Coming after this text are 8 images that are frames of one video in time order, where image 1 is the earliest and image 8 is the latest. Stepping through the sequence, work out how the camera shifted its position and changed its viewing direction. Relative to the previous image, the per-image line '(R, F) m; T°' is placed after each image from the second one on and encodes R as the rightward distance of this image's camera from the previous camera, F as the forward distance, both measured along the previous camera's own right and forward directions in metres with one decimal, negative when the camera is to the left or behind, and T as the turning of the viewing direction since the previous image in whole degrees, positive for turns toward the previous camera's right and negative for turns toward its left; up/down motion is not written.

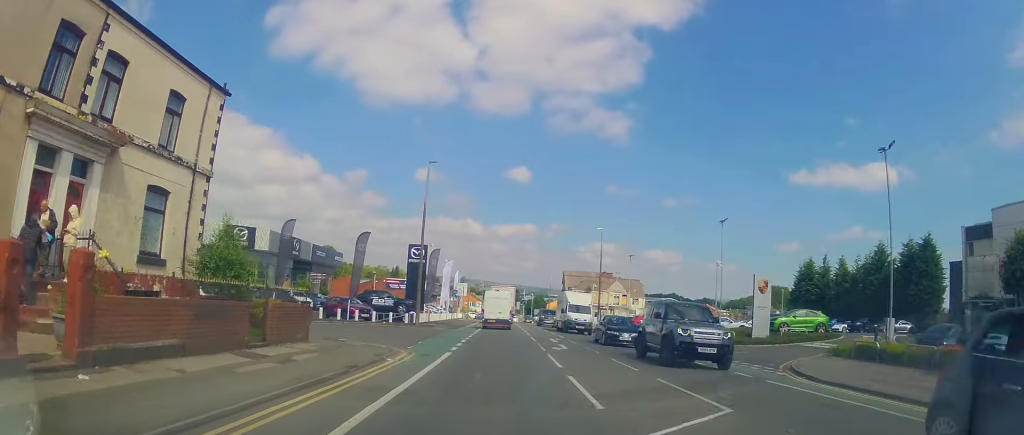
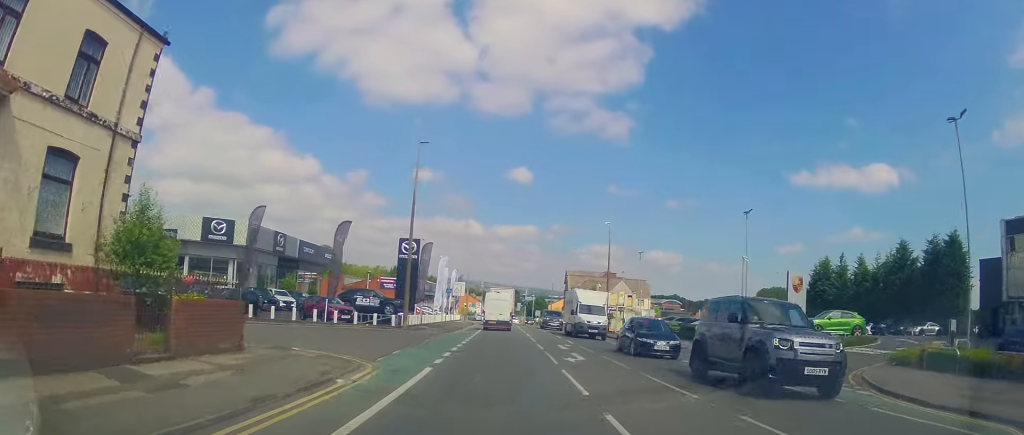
(+0.1, +4.3) m; 0°
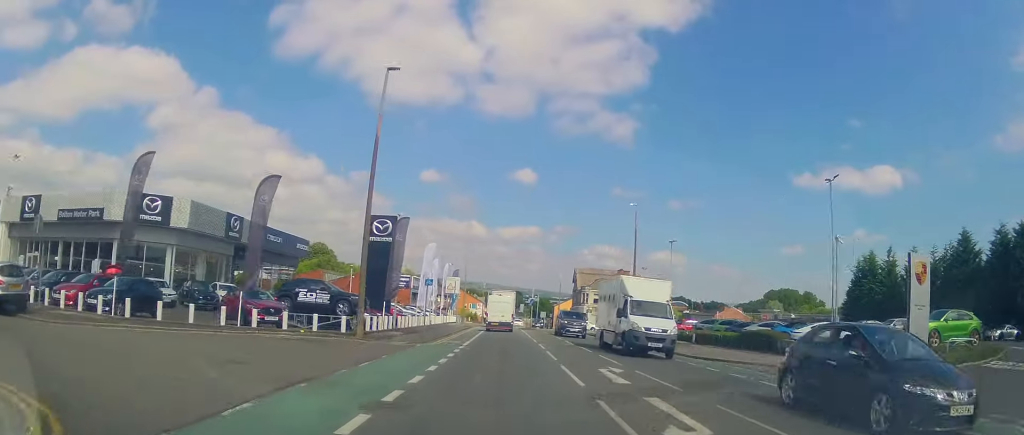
(-0.3, +10.2) m; -2°
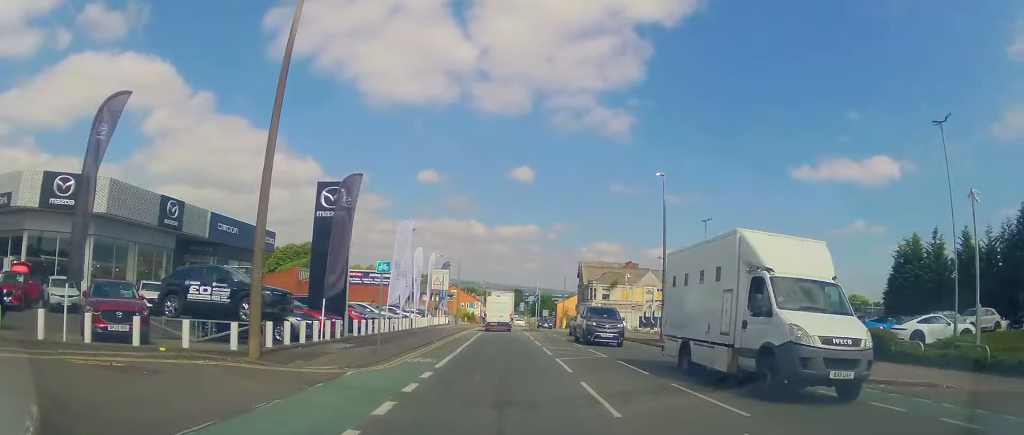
(0.0, +9.0) m; 0°
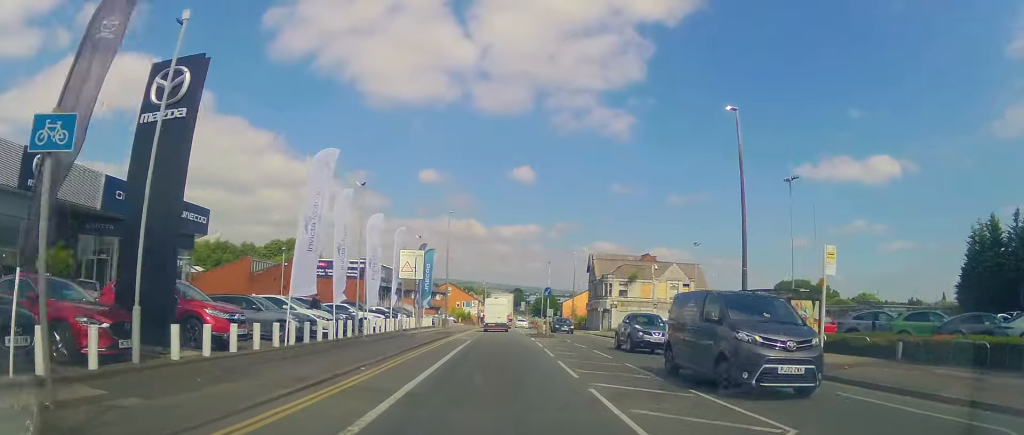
(-0.2, +12.6) m; -2°
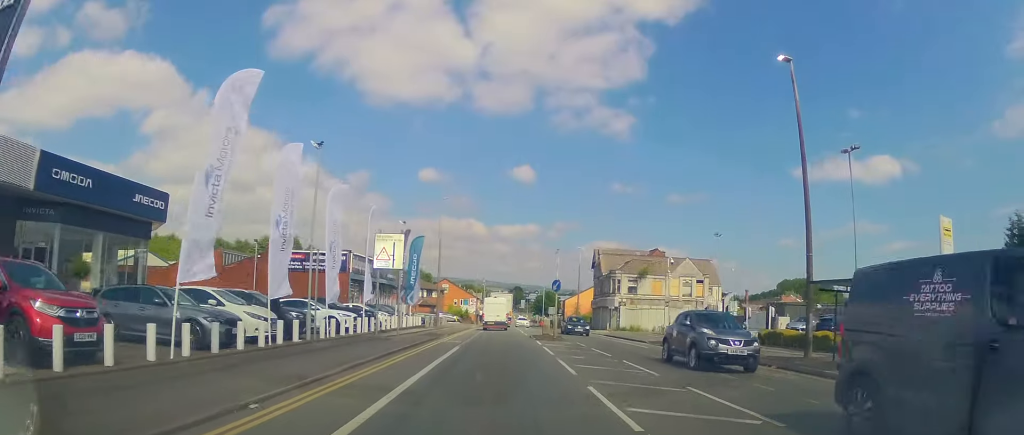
(-0.2, +5.5) m; 0°
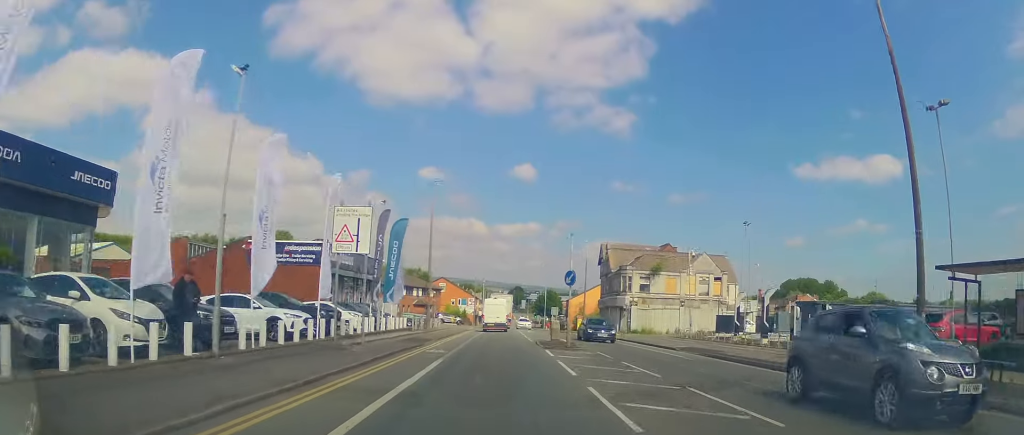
(+0.2, +5.8) m; +1°
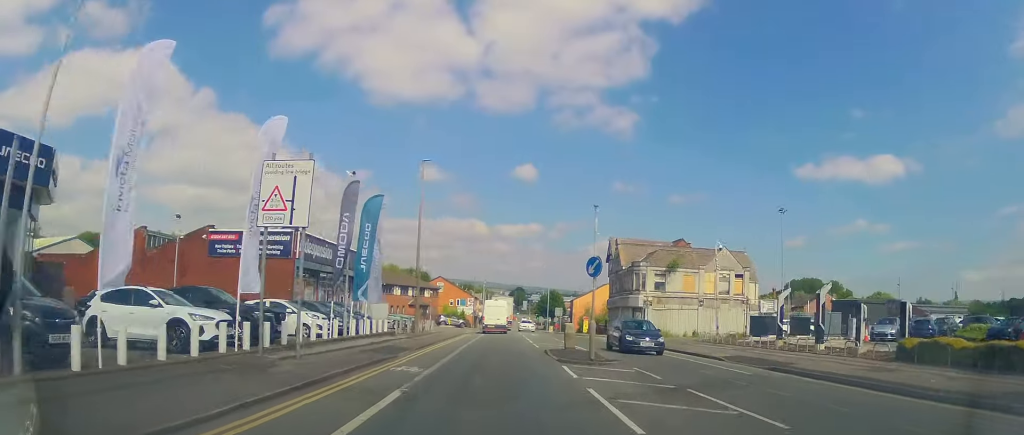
(+0.1, +5.8) m; 0°
